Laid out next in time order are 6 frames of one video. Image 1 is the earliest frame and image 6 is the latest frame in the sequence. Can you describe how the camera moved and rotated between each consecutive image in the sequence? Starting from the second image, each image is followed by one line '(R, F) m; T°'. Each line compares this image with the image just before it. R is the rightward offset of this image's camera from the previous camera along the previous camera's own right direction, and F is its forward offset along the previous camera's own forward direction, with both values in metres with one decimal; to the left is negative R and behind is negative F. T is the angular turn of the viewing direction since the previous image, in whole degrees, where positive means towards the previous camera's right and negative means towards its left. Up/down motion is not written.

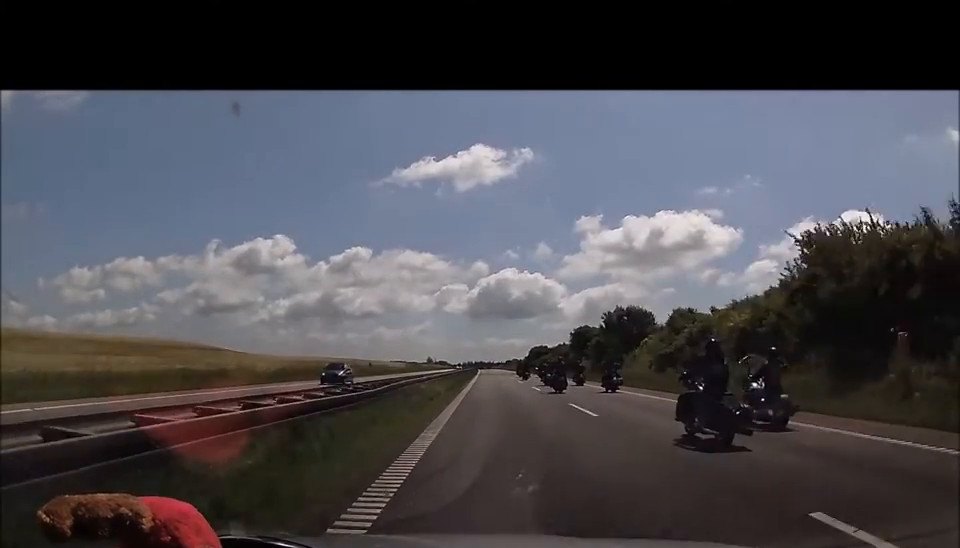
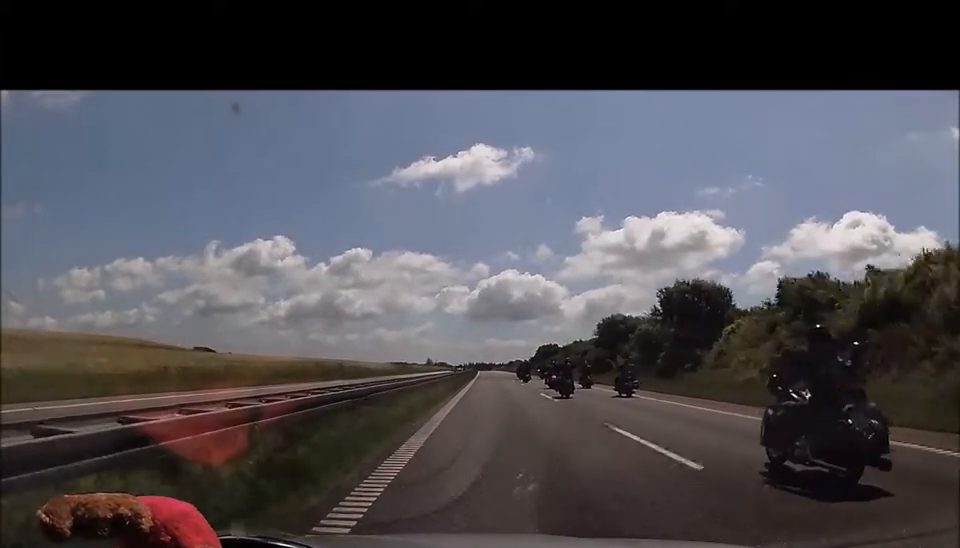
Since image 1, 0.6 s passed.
(+0.1, +22.6) m; 0°
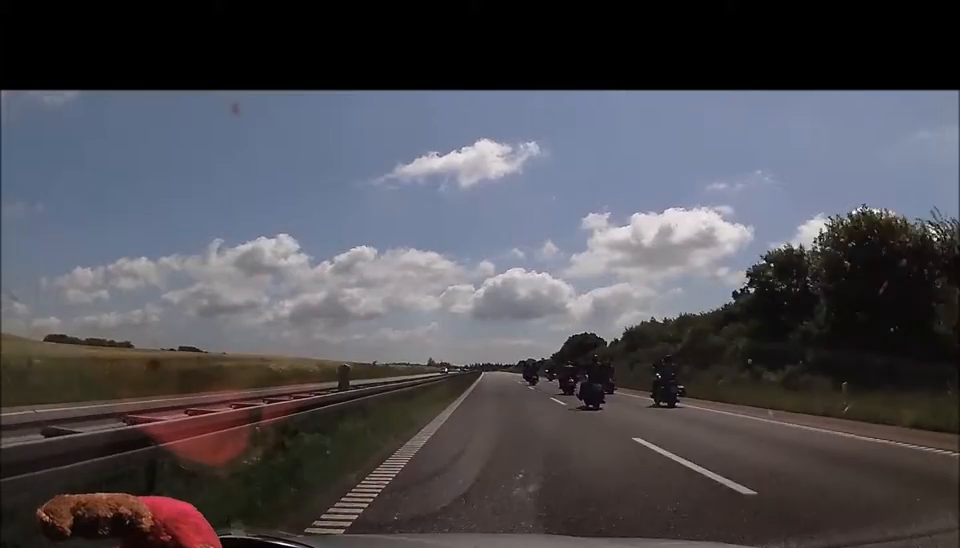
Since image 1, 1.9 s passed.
(-0.2, +47.8) m; -1°
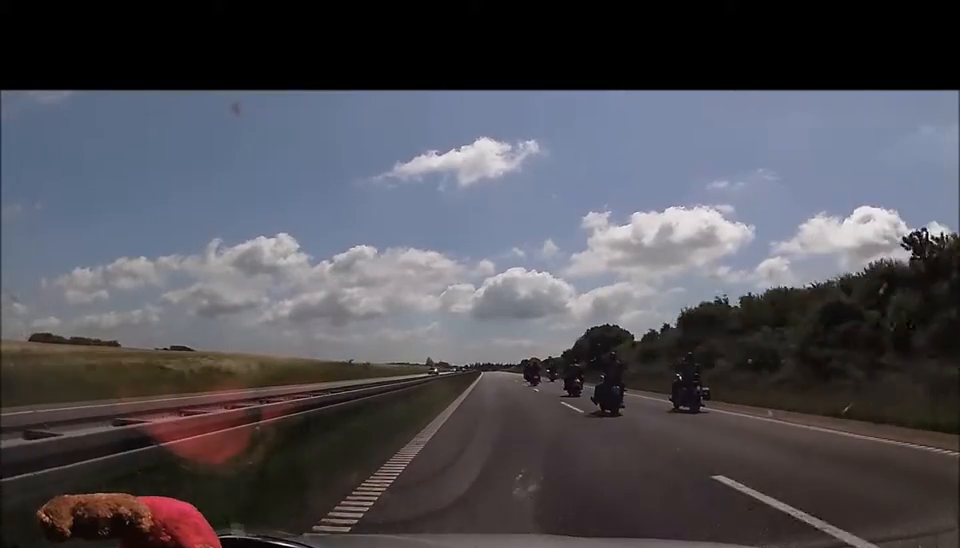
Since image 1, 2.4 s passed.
(-0.1, +21.4) m; 0°
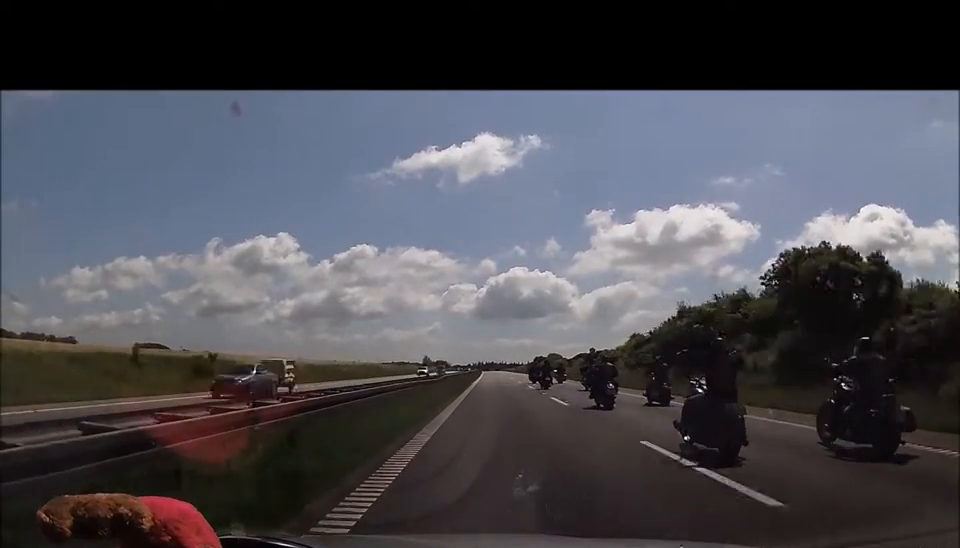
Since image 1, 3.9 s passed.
(-0.2, +54.3) m; 0°
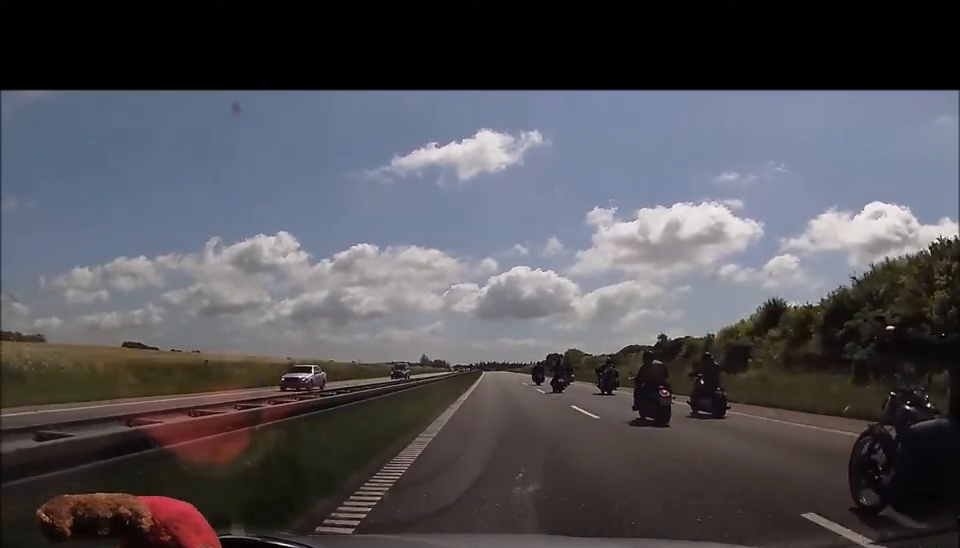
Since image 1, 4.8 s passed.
(-0.1, +34.2) m; 0°
